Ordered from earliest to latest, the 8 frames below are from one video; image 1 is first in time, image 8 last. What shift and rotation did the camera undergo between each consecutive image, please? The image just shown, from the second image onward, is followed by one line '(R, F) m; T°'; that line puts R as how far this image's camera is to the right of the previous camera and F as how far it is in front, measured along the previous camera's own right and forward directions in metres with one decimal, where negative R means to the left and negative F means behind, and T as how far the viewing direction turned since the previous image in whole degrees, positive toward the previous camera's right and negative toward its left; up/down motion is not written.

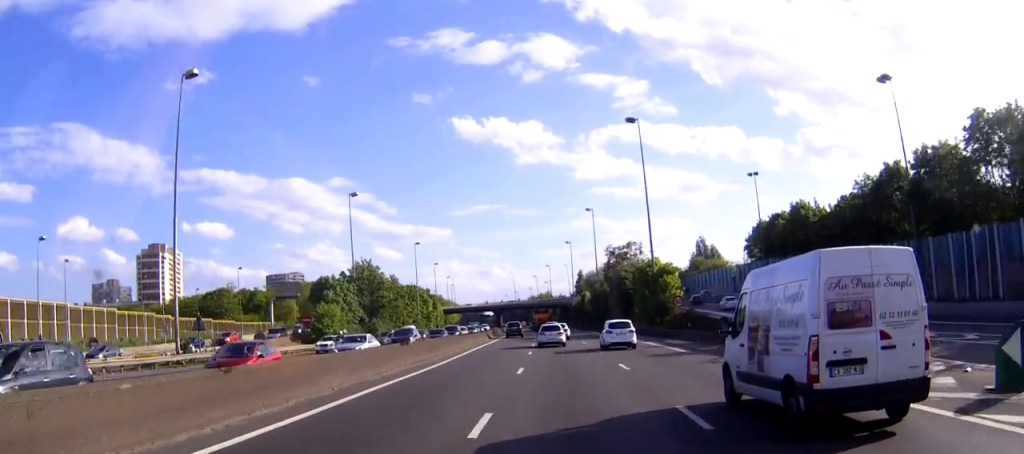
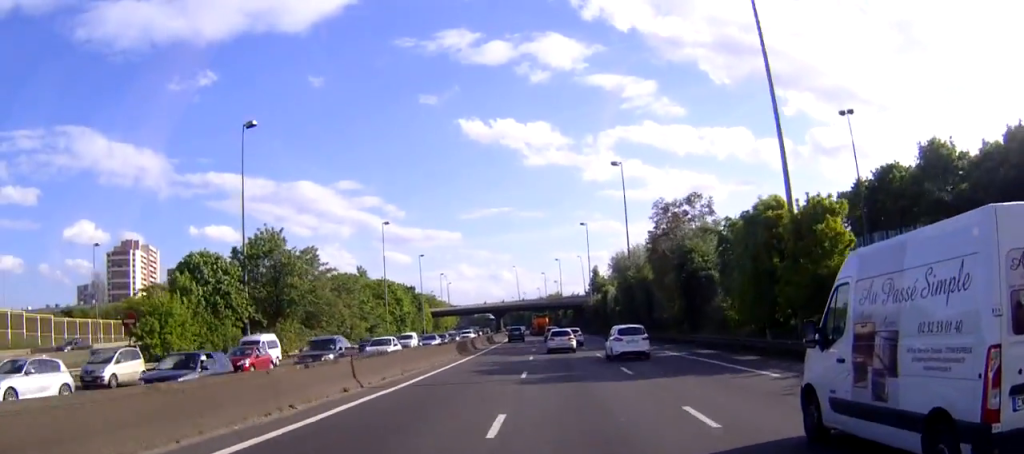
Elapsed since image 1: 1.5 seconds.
(-0.3, +39.0) m; -1°
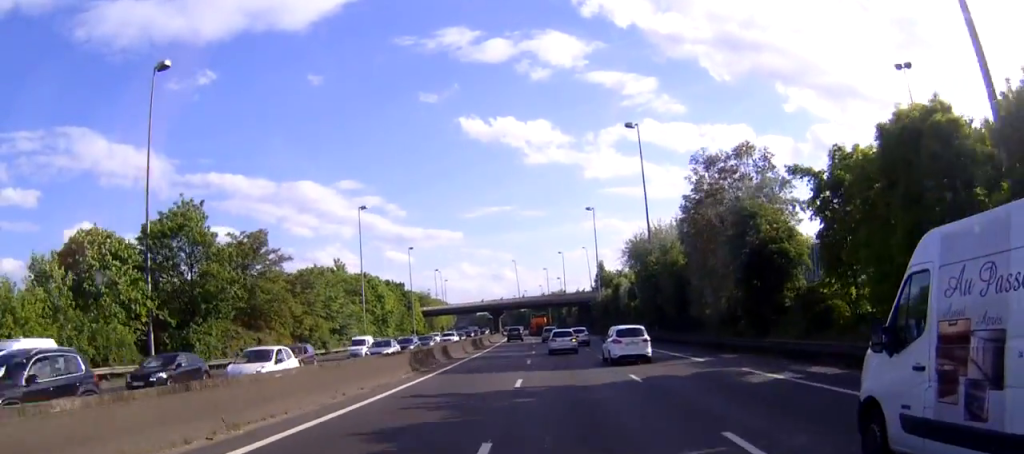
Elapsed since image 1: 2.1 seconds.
(-0.1, +16.4) m; 0°
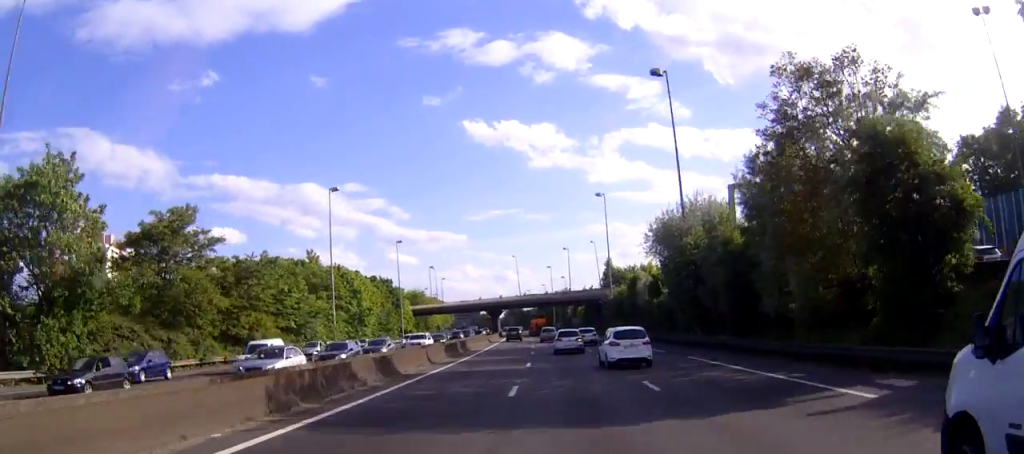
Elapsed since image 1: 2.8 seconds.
(0.0, +16.4) m; 0°
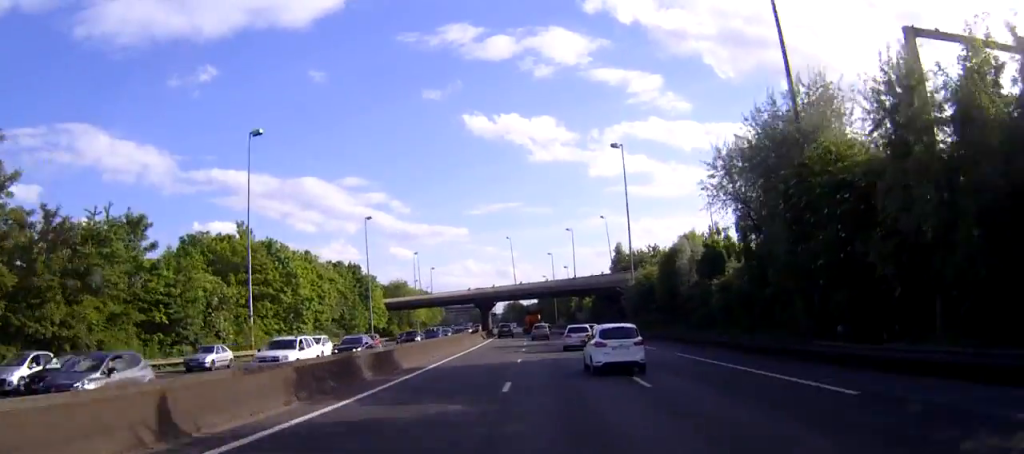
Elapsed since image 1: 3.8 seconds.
(0.0, +25.7) m; 0°
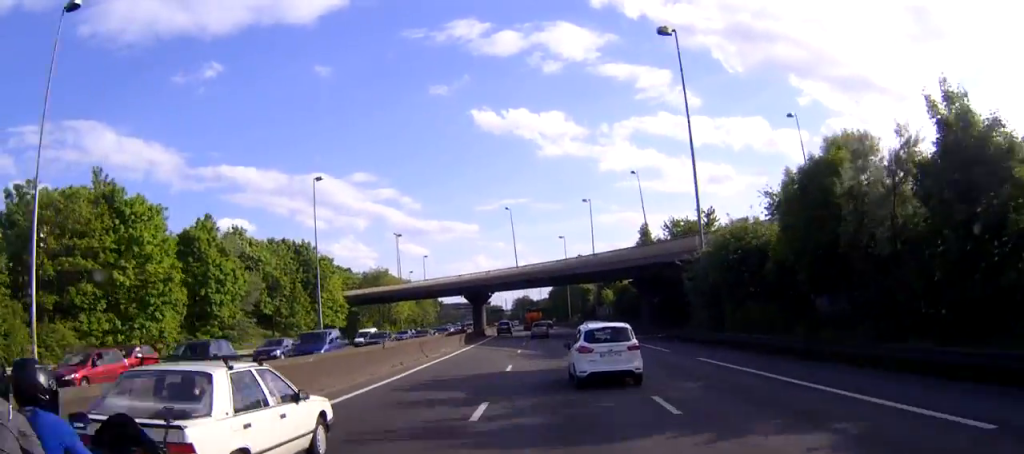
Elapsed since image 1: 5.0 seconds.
(-0.1, +31.7) m; -1°
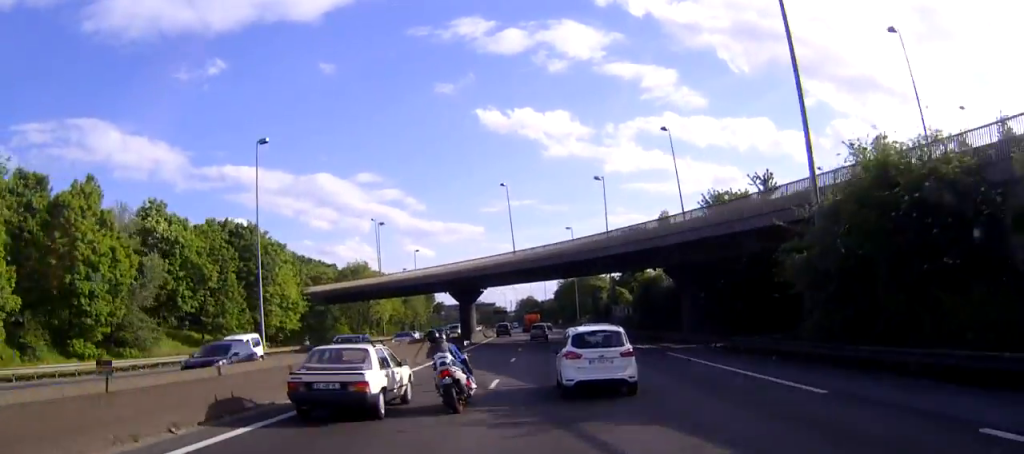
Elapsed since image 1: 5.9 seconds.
(-0.1, +20.1) m; -1°
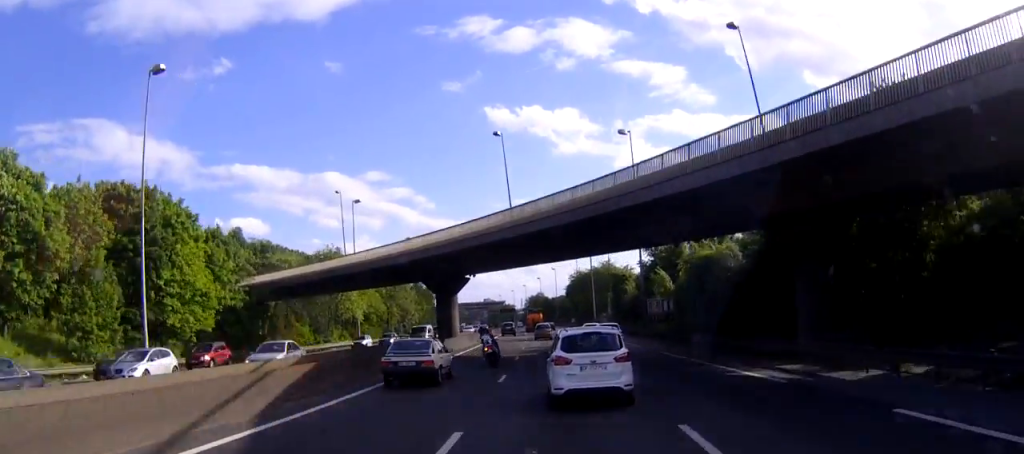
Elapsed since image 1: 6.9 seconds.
(-0.2, +23.4) m; -1°
